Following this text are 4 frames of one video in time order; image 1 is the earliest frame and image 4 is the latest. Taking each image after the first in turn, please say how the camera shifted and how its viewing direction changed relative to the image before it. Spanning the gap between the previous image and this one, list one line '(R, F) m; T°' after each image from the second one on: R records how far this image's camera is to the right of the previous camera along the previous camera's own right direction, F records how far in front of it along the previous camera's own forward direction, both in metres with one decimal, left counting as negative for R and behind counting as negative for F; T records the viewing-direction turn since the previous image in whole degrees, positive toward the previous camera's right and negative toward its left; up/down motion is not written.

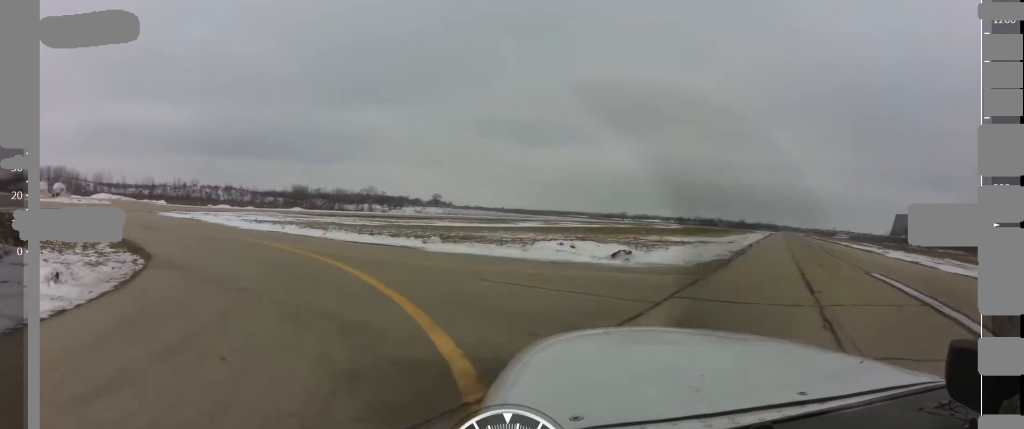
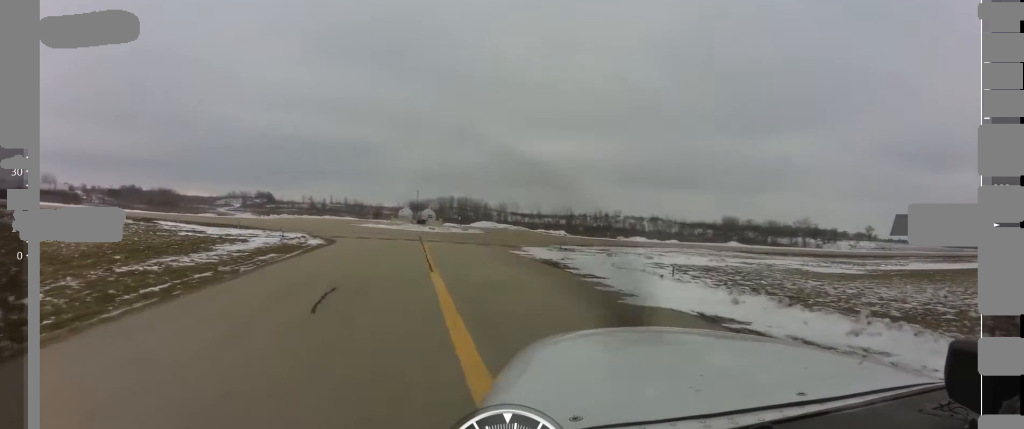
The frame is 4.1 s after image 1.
(-5.0, +20.5) m; -24°
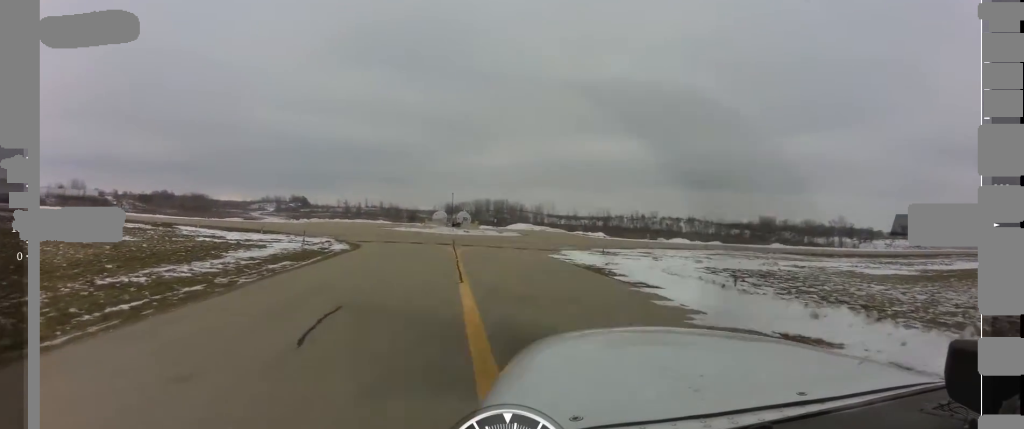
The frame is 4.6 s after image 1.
(+0.3, +2.6) m; -1°
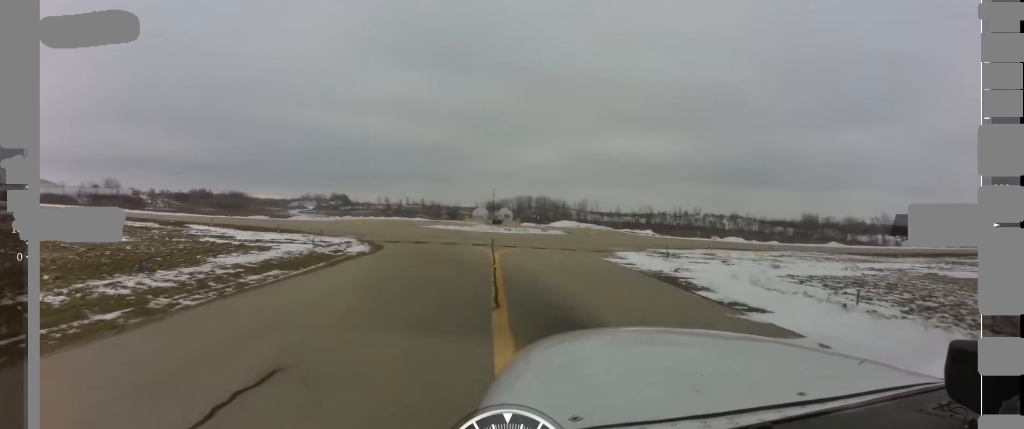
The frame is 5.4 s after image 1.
(-0.8, +5.0) m; -8°
